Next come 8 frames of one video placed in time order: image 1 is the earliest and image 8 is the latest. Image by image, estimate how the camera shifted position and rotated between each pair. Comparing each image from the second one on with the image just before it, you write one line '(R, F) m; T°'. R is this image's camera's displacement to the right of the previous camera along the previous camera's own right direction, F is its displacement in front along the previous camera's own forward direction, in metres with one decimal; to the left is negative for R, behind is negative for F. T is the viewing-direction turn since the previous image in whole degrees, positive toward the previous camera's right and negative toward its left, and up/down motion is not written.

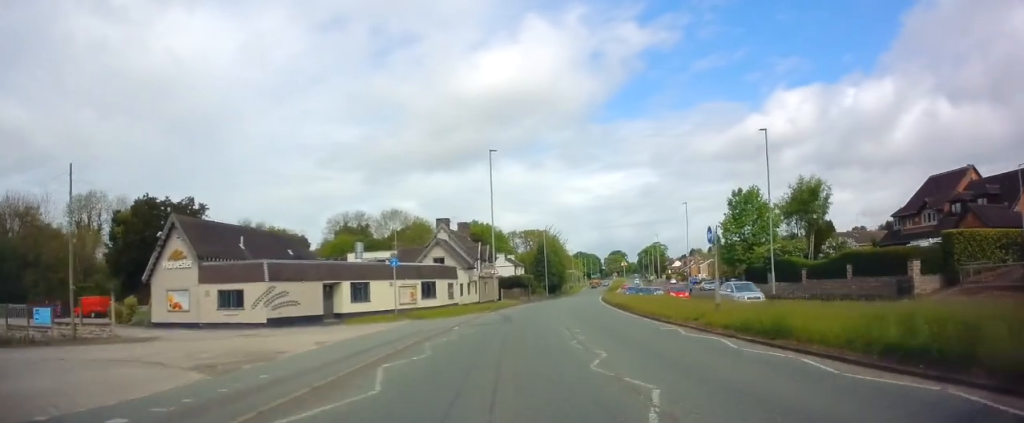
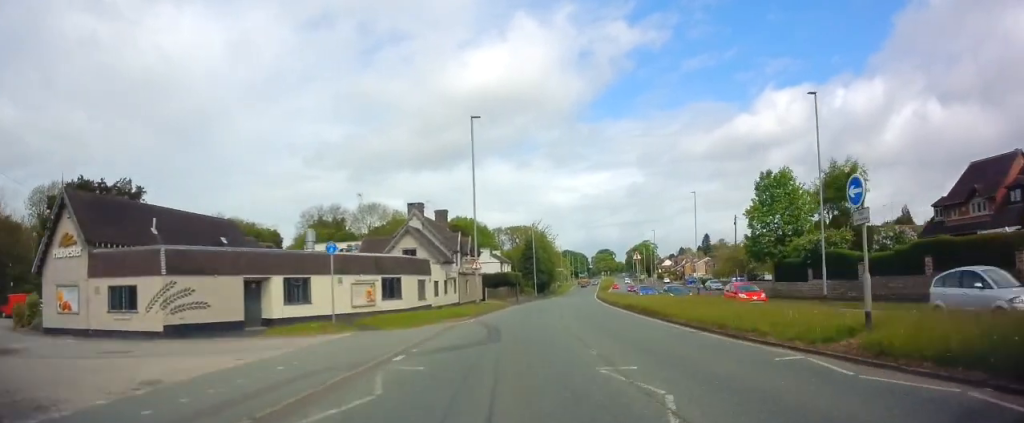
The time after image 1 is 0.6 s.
(+0.2, +8.9) m; +2°
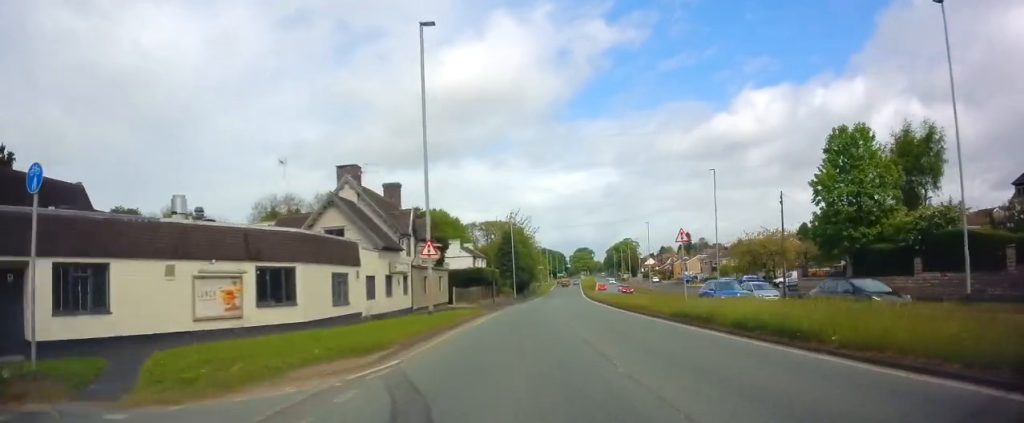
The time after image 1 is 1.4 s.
(+0.3, +13.8) m; +2°
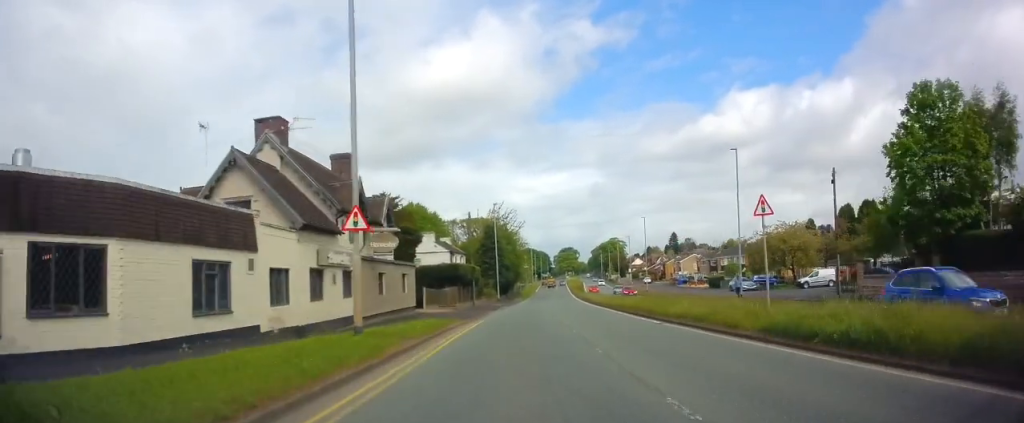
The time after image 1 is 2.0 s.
(+0.2, +9.1) m; +1°
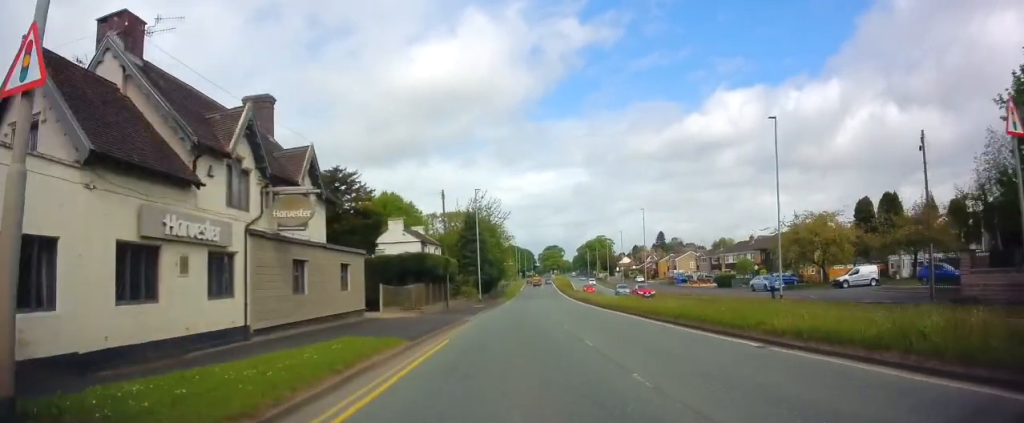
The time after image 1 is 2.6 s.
(0.0, +9.7) m; +2°
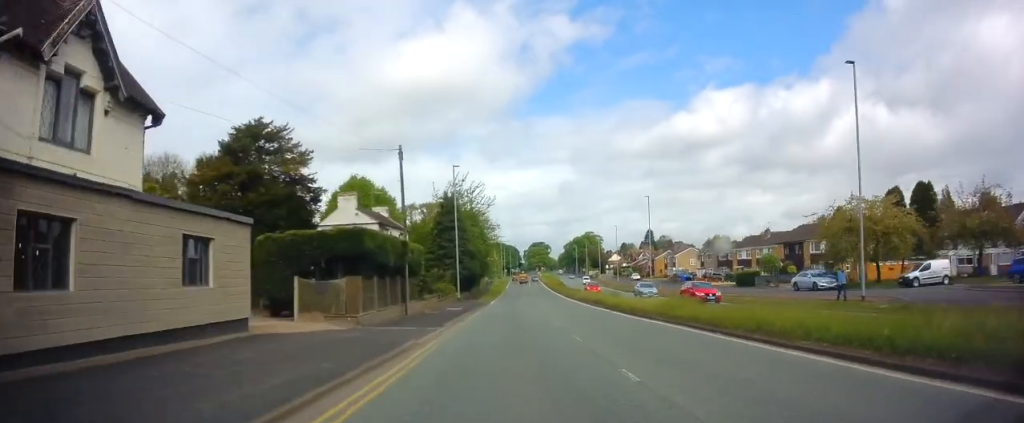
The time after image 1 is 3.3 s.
(+0.1, +11.2) m; +2°
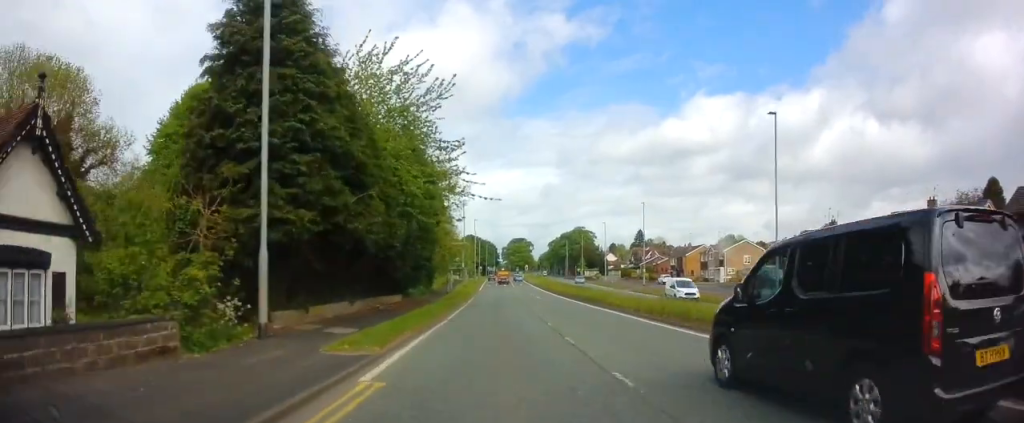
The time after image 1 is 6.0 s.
(+1.6, +40.1) m; +2°
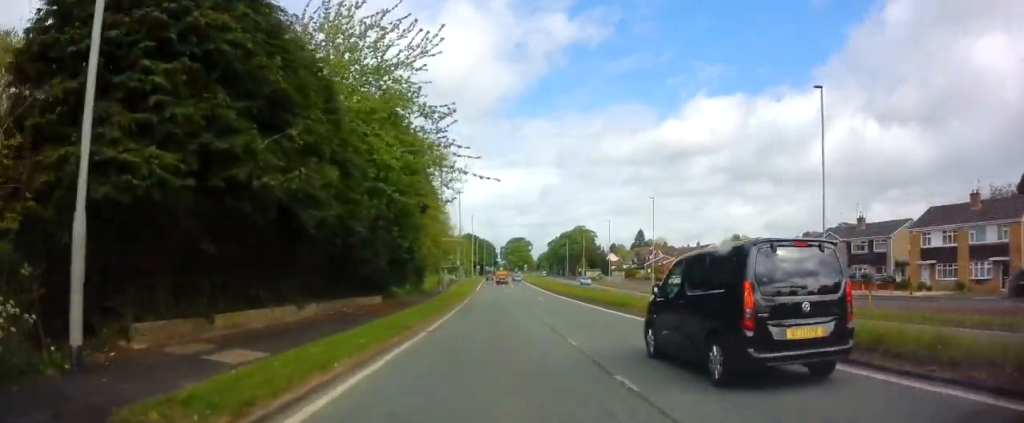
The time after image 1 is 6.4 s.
(0.0, +6.1) m; 0°
